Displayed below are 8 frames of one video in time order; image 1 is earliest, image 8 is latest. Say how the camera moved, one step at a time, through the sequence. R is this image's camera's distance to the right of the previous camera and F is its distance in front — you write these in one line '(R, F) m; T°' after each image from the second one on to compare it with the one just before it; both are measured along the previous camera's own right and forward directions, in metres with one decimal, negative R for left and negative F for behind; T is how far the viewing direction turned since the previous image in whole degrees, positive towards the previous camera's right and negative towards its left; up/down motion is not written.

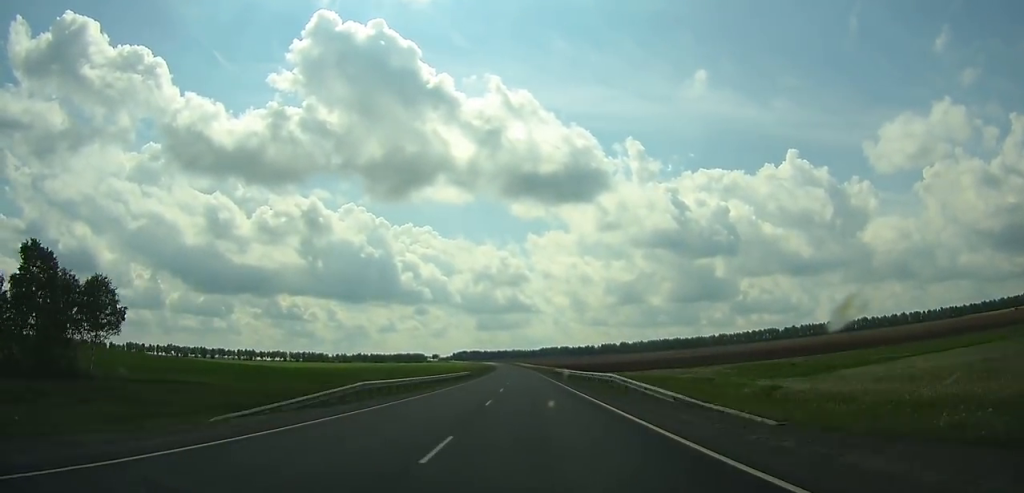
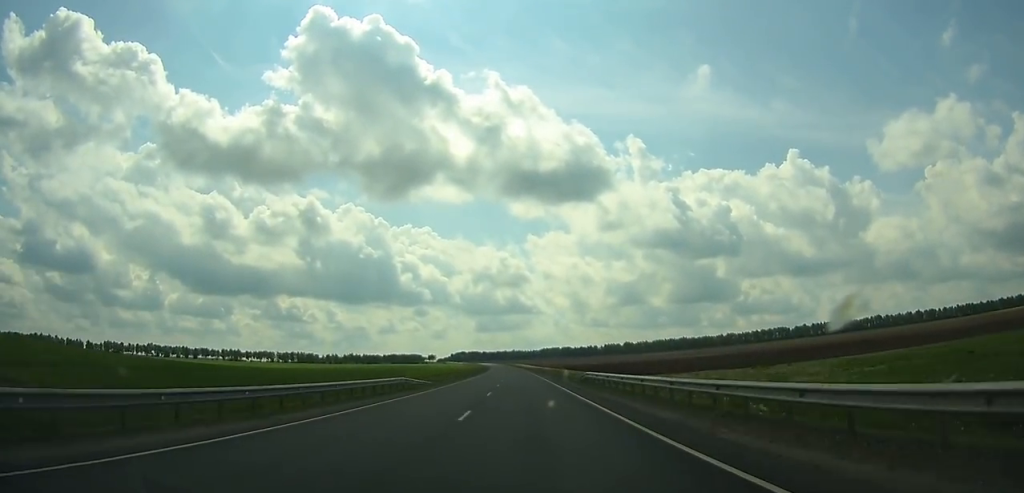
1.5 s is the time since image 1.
(-0.2, +41.5) m; -1°
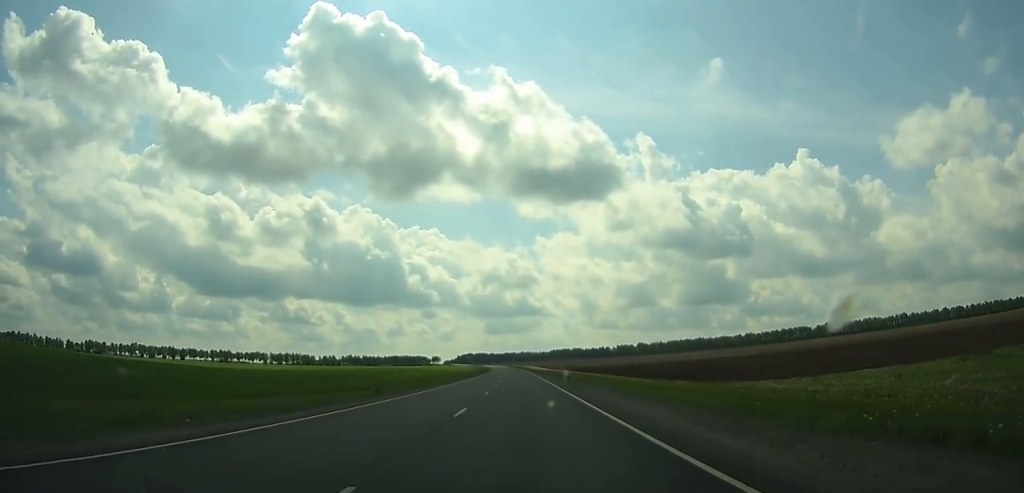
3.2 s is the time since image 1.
(-0.1, +47.2) m; -1°
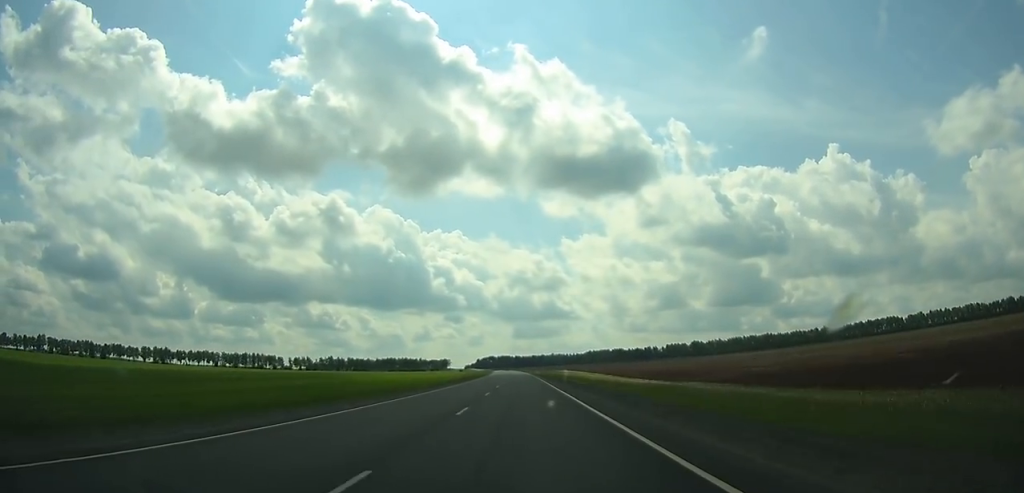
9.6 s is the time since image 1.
(-4.0, +178.8) m; -3°
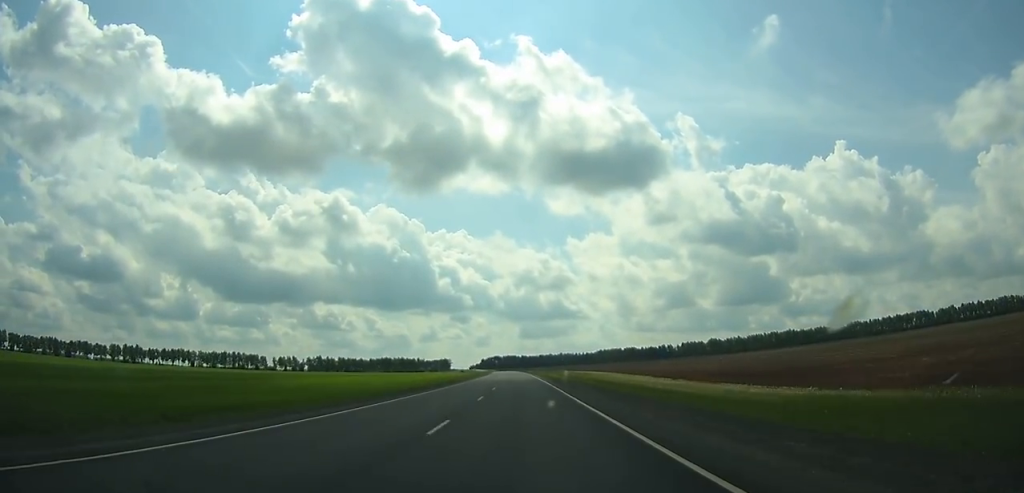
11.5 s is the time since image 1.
(-0.4, +53.8) m; -1°
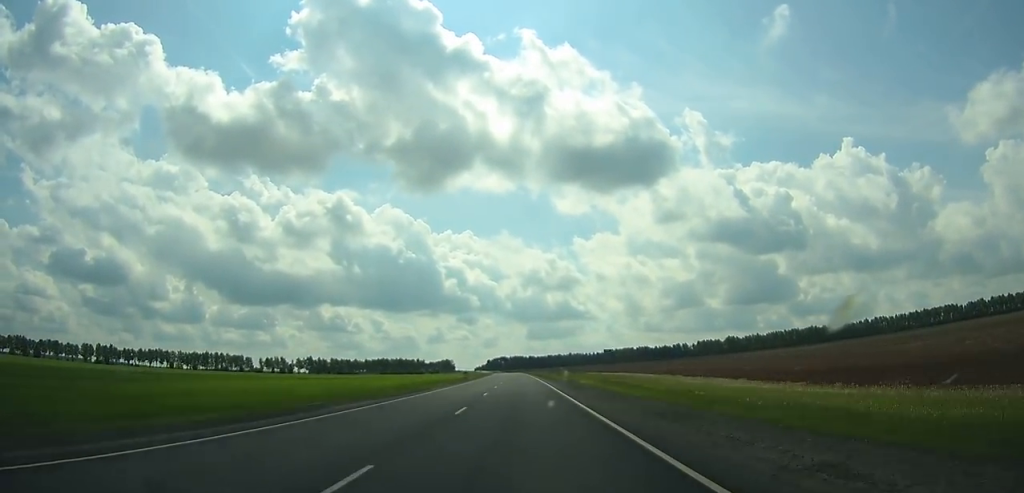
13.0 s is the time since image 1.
(-0.1, +42.6) m; -1°
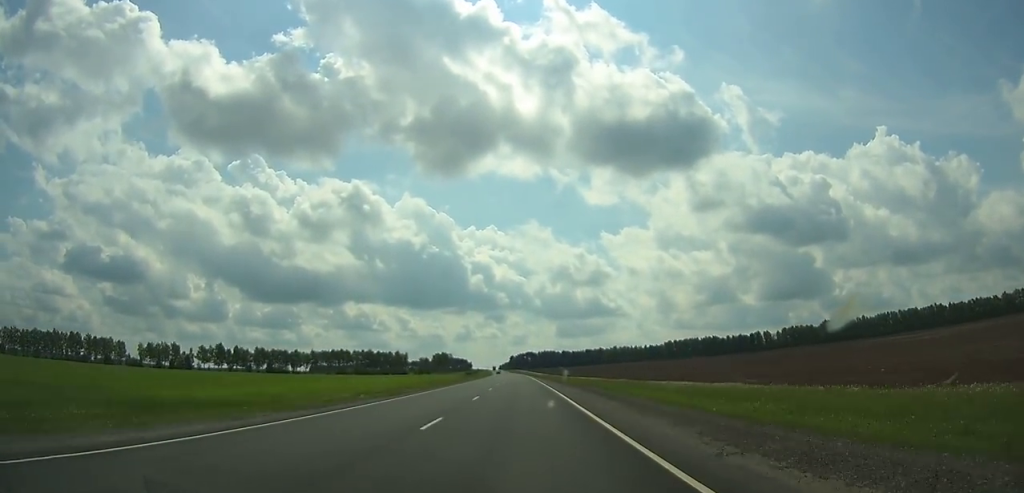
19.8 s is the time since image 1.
(-4.9, +196.0) m; -3°
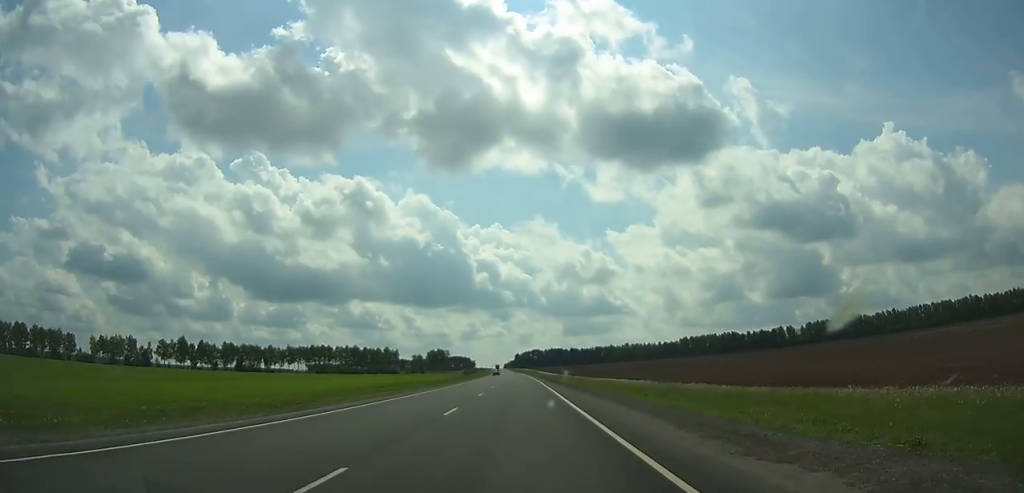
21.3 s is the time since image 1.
(-0.1, +43.8) m; -1°
